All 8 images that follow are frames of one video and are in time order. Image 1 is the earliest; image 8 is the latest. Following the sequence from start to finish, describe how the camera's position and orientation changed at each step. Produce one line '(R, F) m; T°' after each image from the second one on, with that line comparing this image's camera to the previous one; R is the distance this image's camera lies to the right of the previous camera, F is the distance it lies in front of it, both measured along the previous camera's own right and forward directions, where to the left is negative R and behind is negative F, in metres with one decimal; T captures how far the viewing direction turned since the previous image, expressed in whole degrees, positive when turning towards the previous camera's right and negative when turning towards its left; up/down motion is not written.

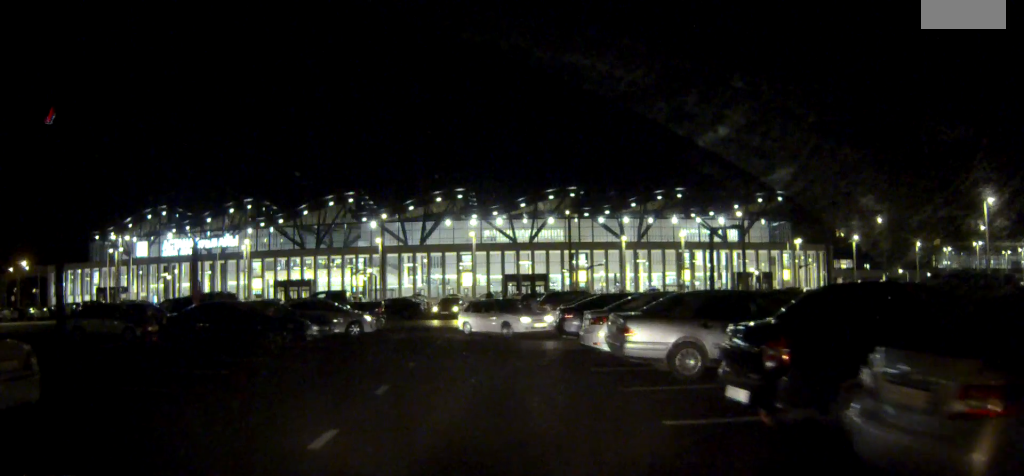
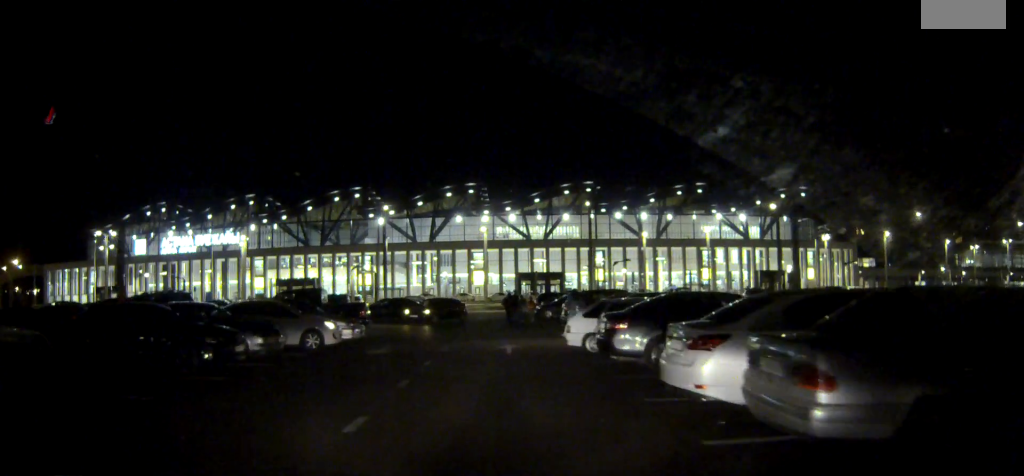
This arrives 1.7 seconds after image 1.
(0.0, +7.0) m; -1°
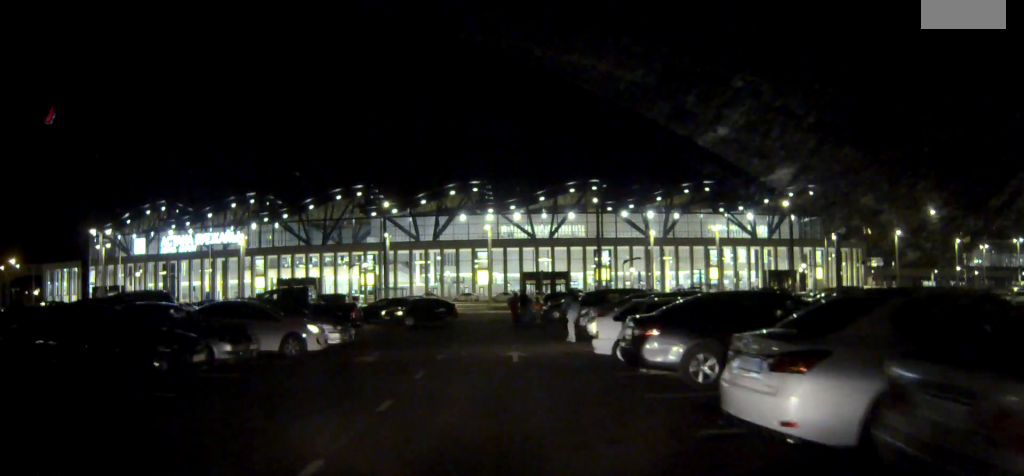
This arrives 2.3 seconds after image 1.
(-0.1, +2.4) m; -1°
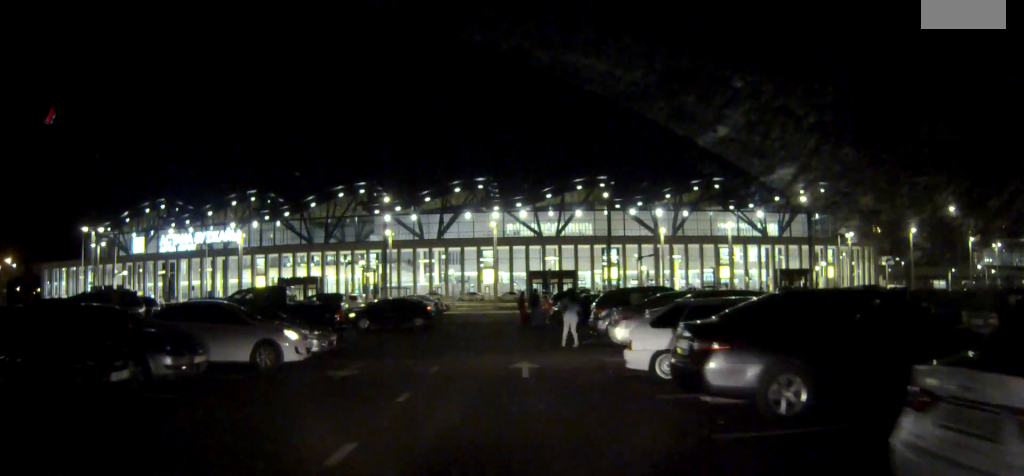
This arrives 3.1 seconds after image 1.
(0.0, +3.1) m; 0°
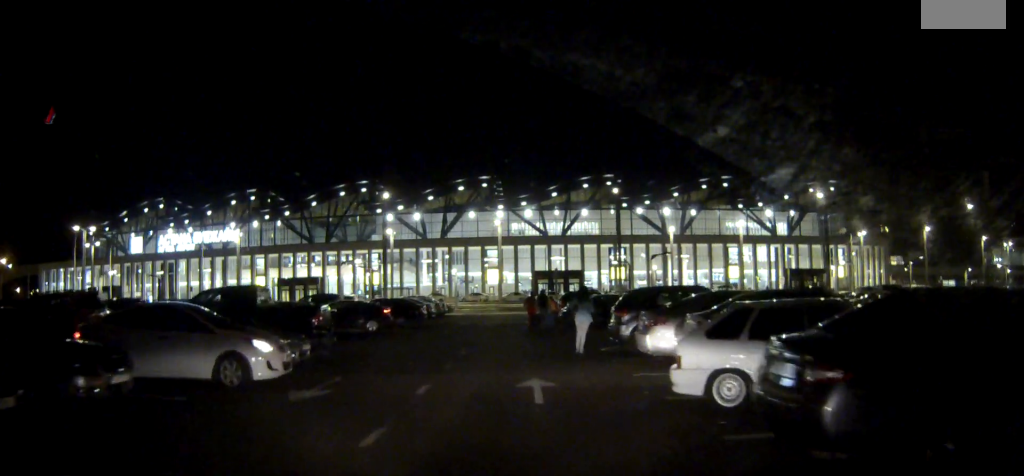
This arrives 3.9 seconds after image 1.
(0.0, +3.0) m; 0°
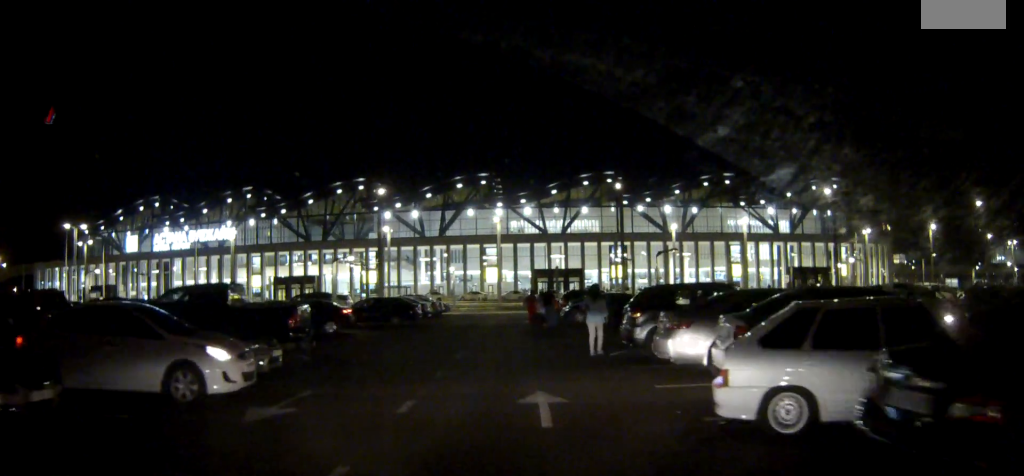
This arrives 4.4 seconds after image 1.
(0.0, +1.9) m; 0°
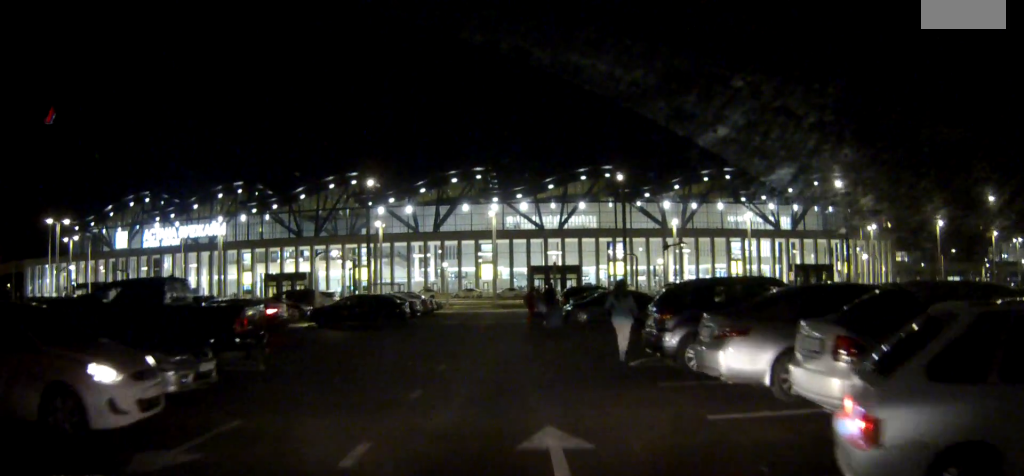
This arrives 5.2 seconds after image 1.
(0.0, +3.0) m; +1°
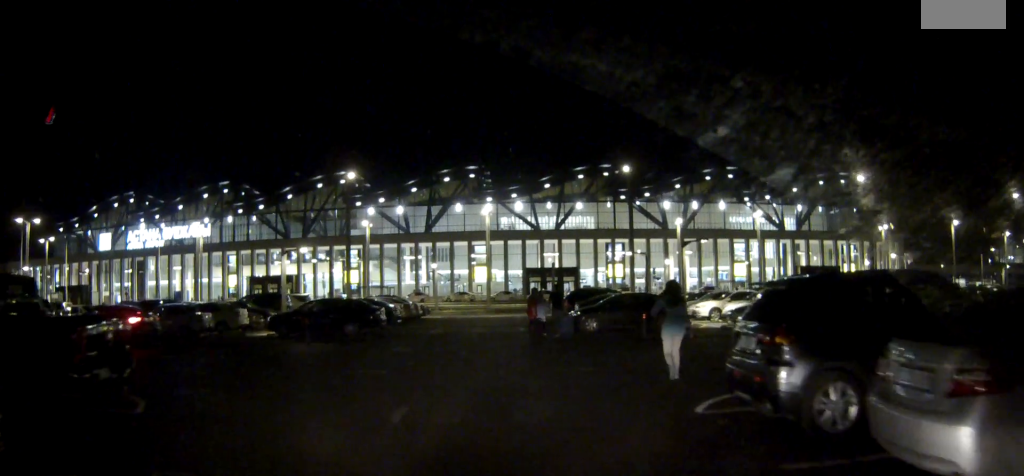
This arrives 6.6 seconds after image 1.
(0.0, +5.0) m; 0°
